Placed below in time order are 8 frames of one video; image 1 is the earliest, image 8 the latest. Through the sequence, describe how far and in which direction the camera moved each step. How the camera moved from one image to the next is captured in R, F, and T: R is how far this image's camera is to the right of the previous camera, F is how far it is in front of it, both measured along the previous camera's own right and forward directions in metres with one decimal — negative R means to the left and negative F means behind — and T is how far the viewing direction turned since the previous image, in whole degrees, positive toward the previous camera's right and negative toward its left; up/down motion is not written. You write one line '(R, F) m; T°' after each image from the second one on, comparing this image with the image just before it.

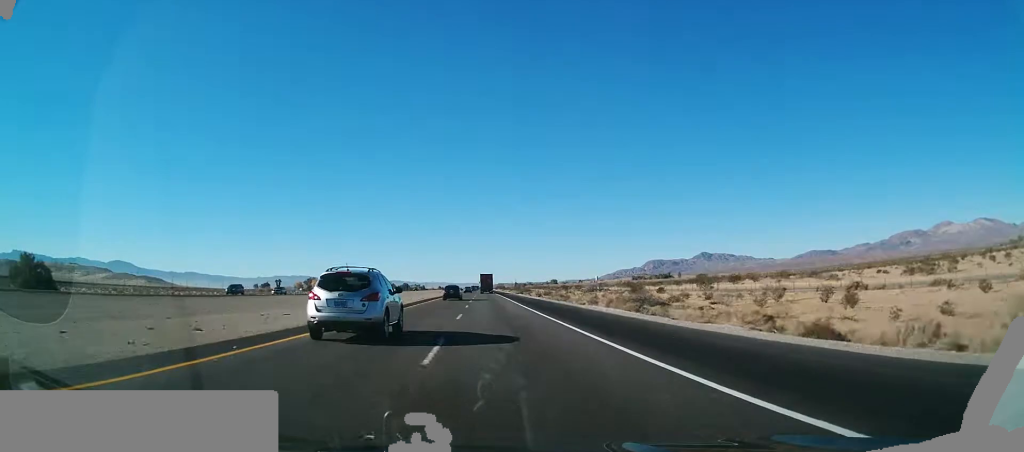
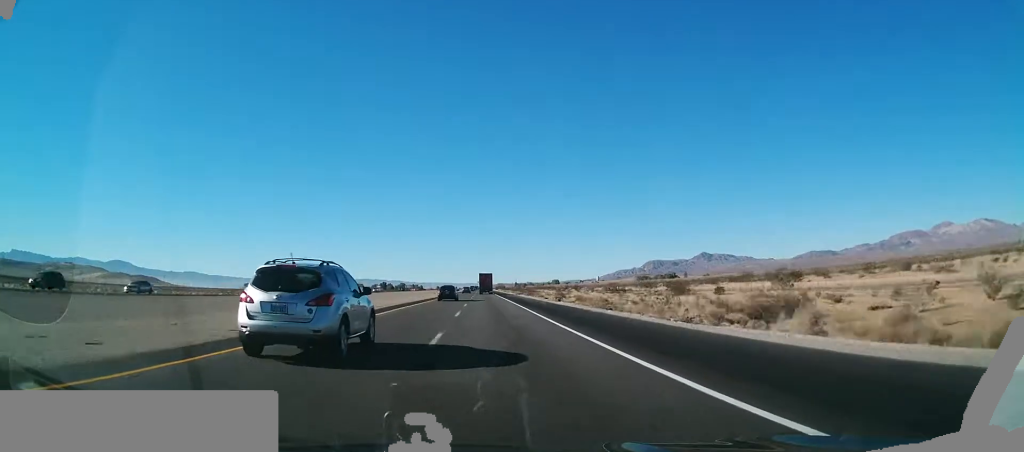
(-0.2, +26.0) m; 0°
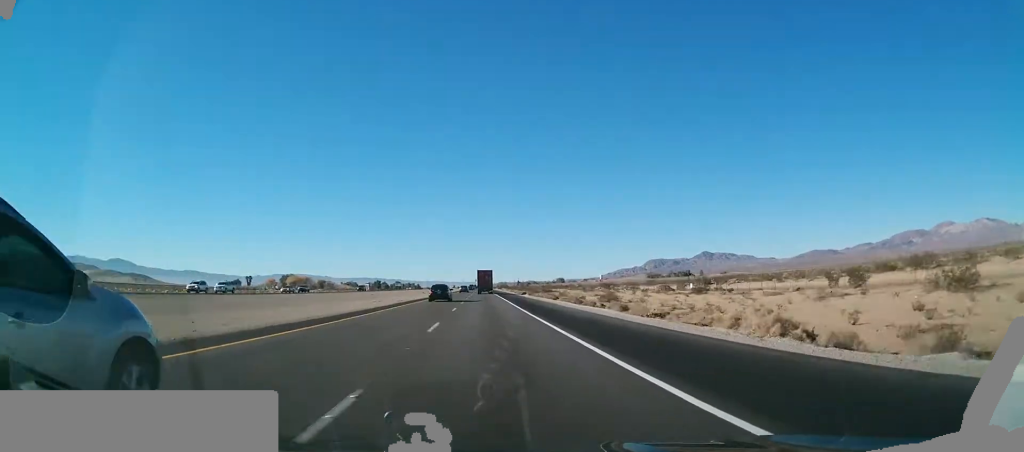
(+0.7, +53.3) m; +1°
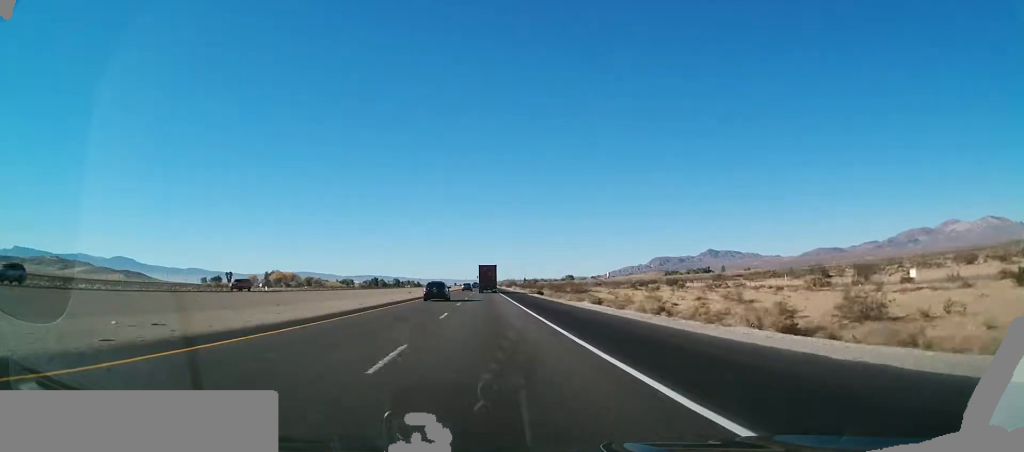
(-0.3, +53.1) m; -1°
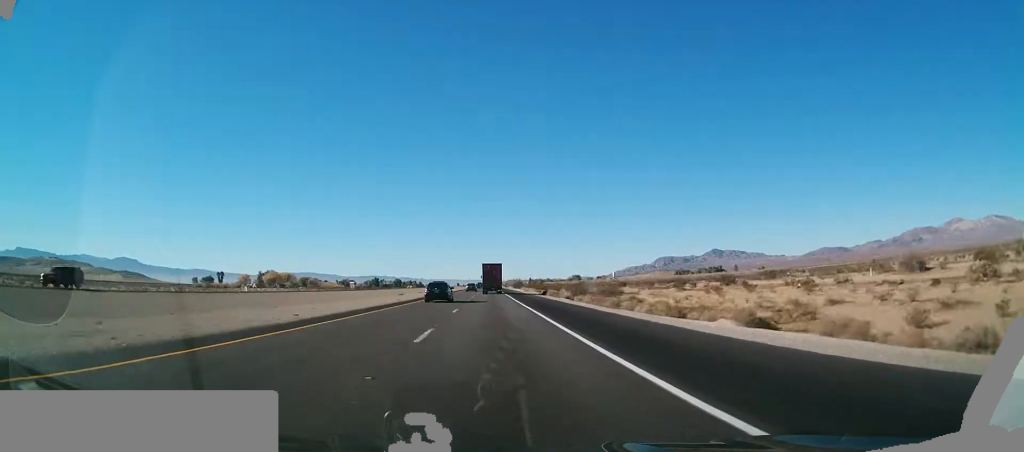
(+0.1, +24.6) m; -1°
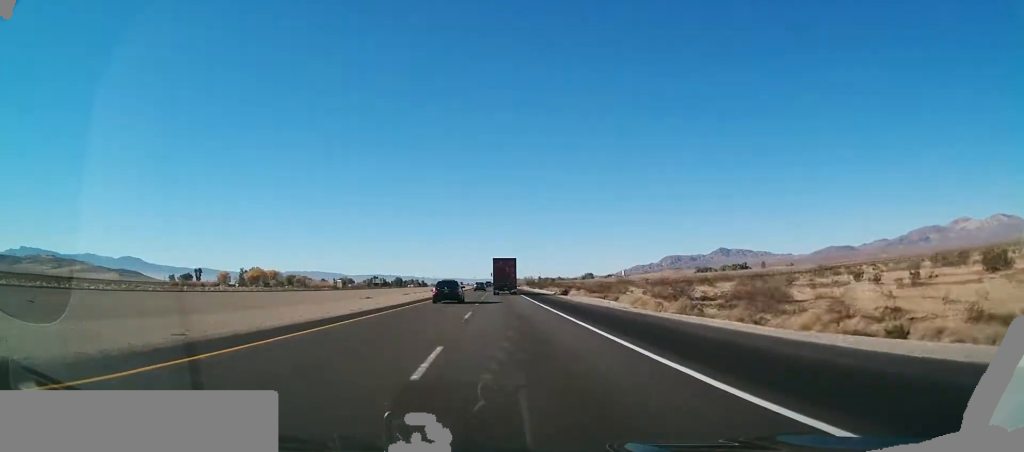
(-0.7, +50.0) m; -1°
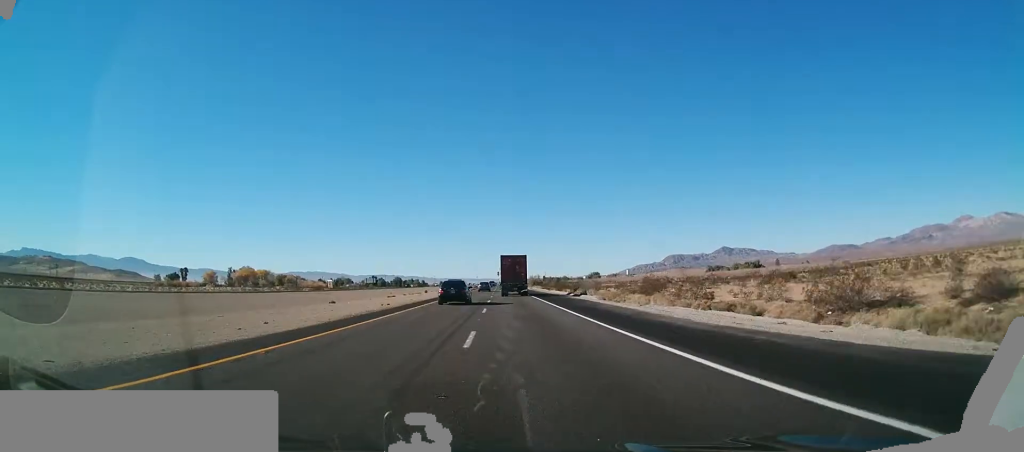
(+0.2, +25.4) m; 0°
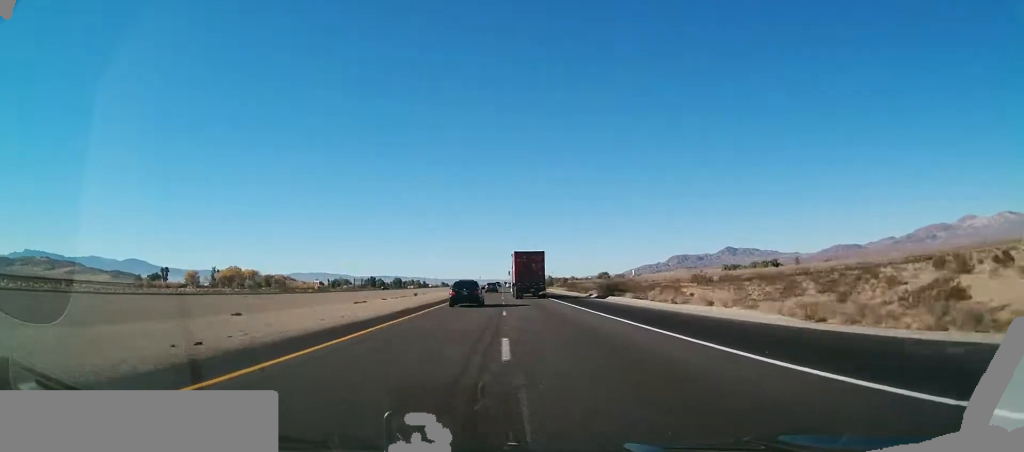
(-0.3, +31.7) m; 0°
